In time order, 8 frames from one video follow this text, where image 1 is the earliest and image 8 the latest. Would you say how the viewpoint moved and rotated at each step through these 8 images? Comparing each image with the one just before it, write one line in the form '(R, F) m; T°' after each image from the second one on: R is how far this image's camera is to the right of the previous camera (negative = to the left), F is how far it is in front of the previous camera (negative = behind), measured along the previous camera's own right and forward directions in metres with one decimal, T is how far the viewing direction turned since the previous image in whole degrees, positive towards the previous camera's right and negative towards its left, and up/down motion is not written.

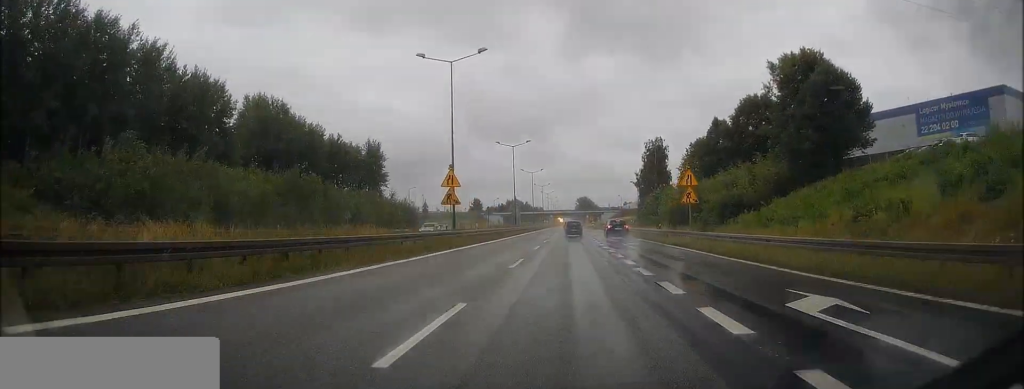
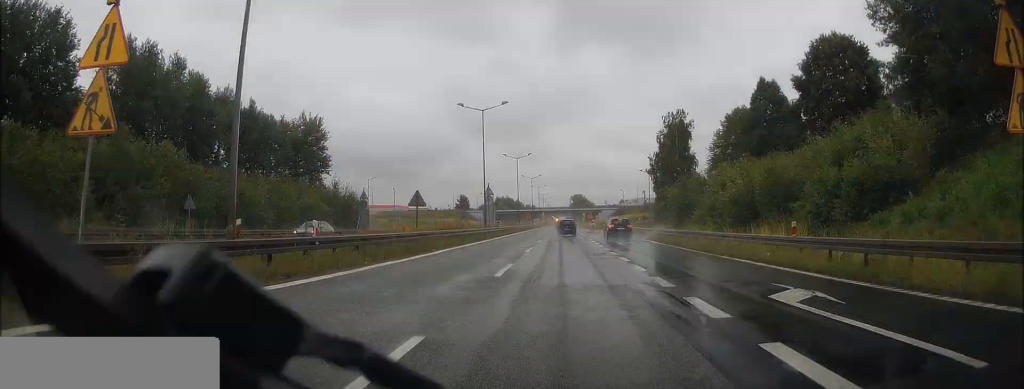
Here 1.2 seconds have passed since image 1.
(+0.1, +26.8) m; 0°
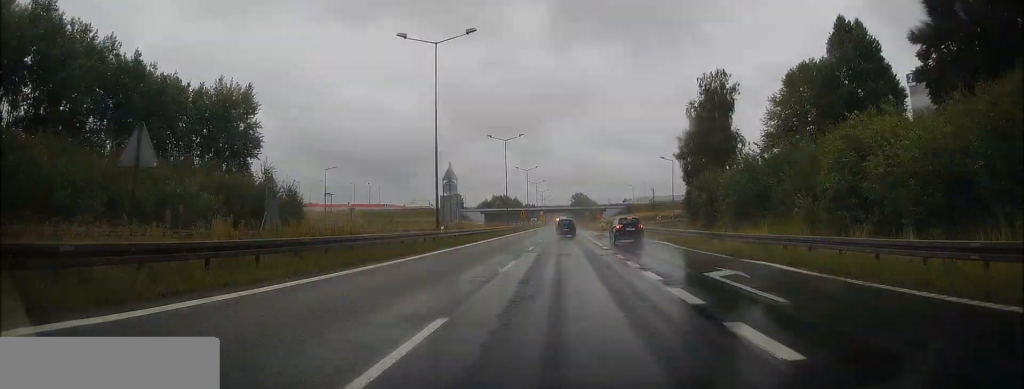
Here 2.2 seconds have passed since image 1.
(+0.1, +22.6) m; 0°
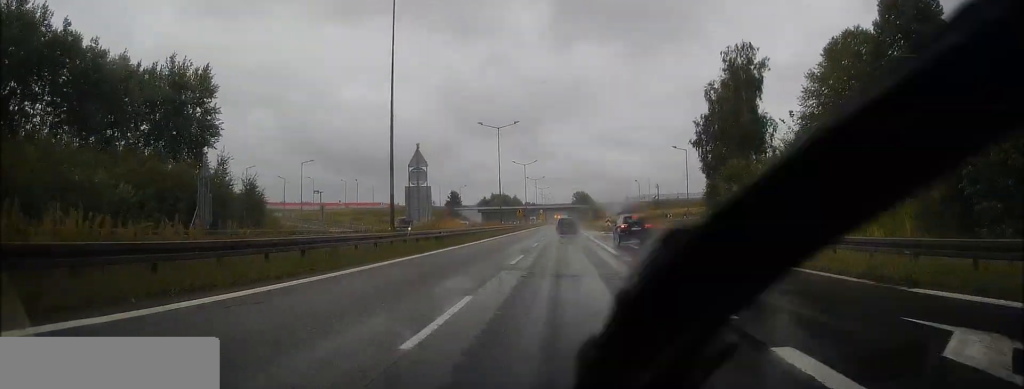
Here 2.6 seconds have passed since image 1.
(0.0, +9.7) m; 0°
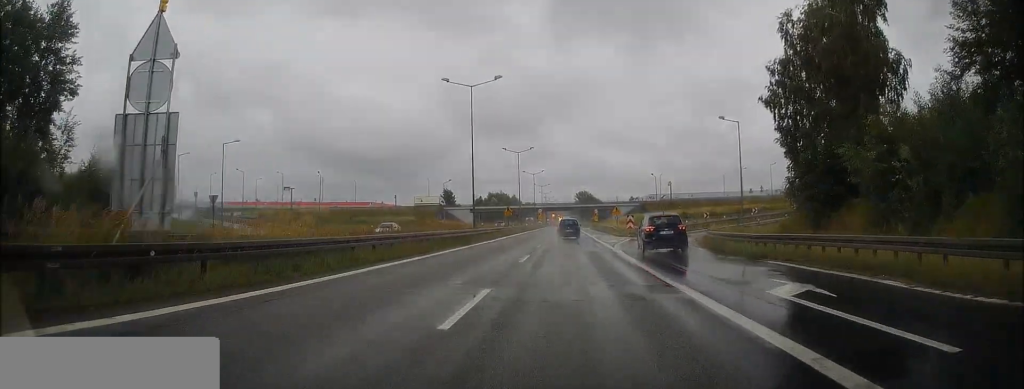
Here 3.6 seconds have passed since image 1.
(-0.1, +22.8) m; 0°
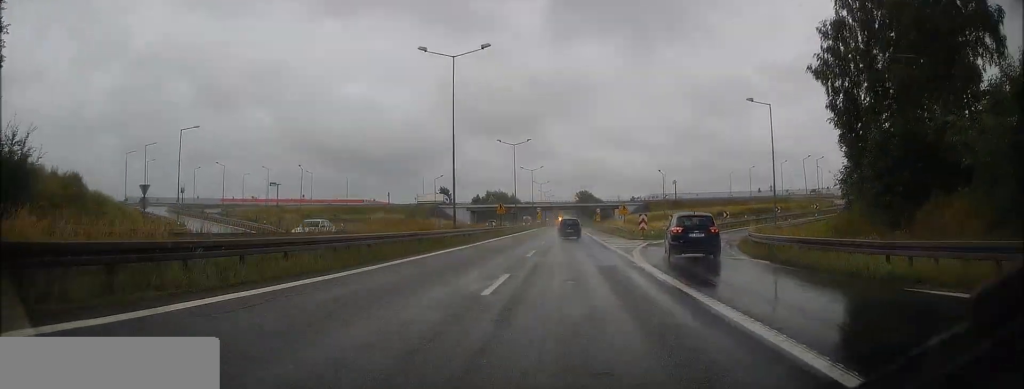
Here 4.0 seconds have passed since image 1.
(0.0, +8.7) m; 0°
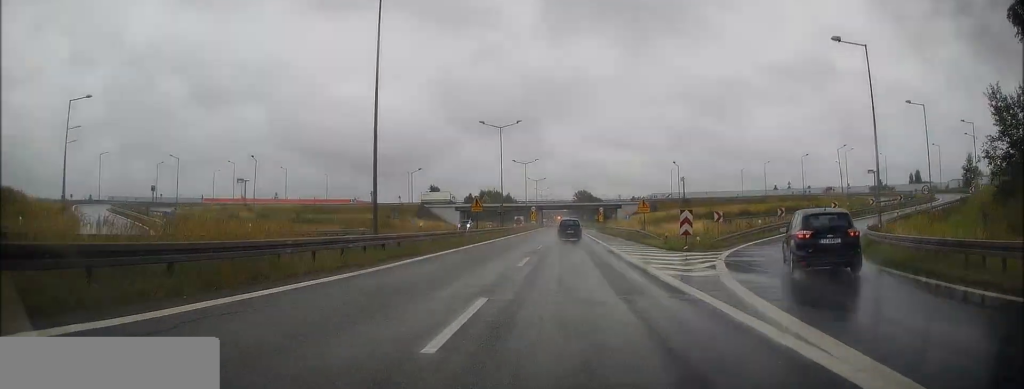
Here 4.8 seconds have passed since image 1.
(0.0, +16.6) m; 0°
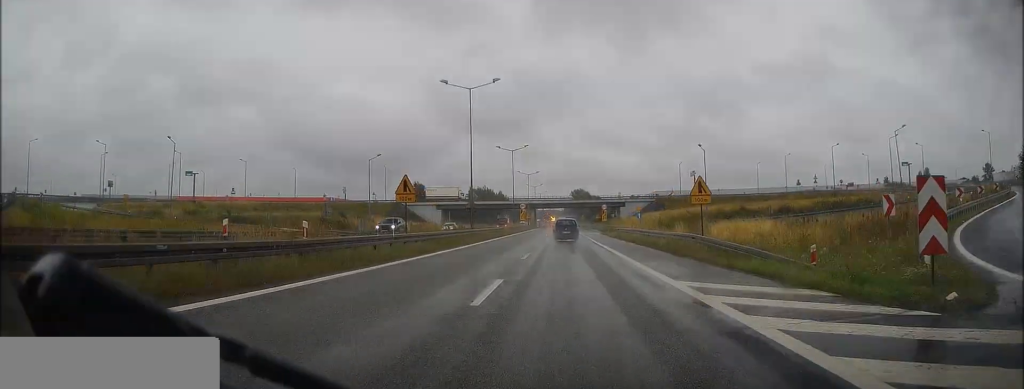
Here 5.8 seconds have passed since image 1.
(+0.1, +20.6) m; 0°
